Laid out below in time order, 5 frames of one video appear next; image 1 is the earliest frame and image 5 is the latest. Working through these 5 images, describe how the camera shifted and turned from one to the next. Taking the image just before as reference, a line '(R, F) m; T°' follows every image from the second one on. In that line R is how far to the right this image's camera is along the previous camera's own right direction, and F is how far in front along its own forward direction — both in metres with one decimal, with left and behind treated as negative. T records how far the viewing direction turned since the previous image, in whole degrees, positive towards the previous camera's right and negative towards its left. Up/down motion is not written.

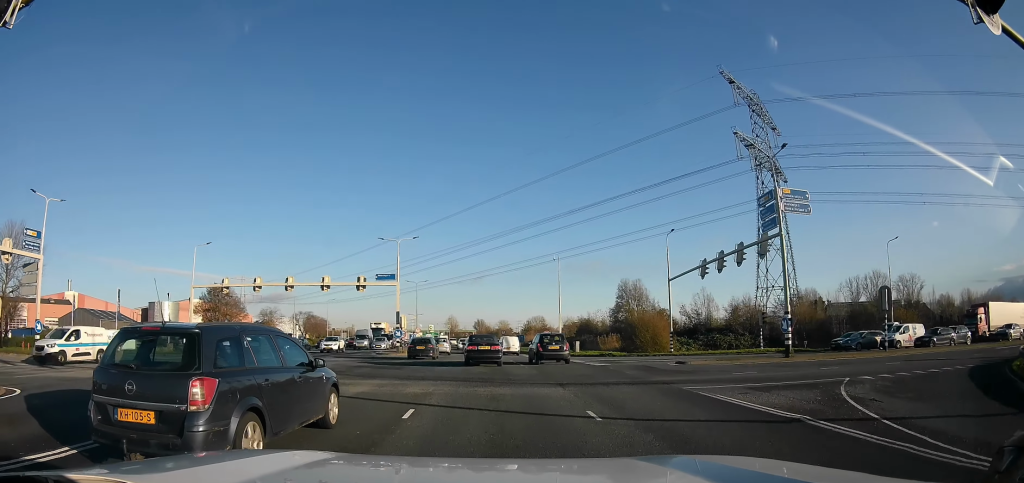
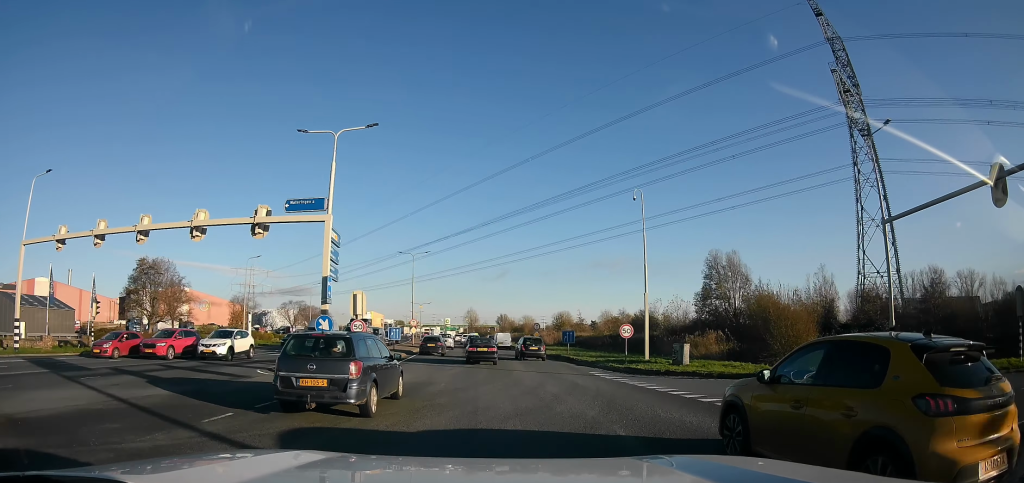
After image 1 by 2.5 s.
(+1.5, +21.8) m; -2°
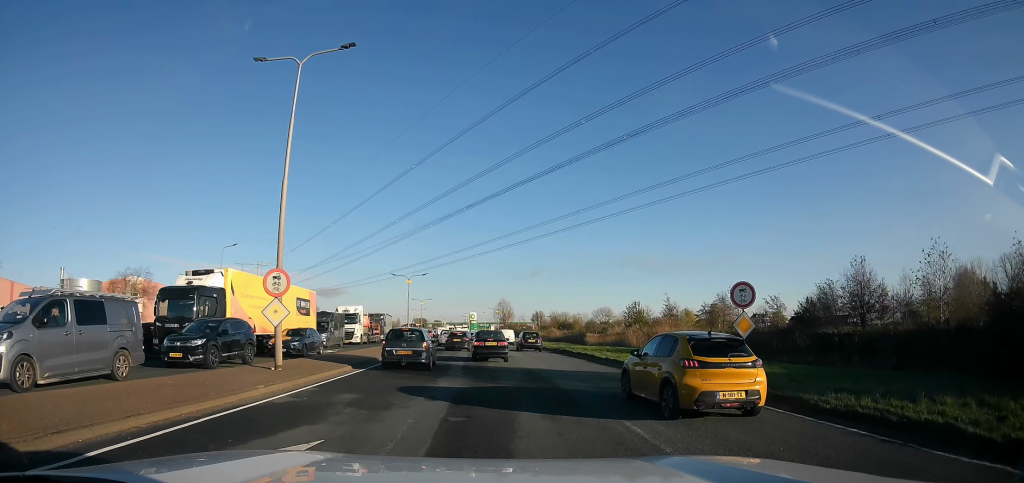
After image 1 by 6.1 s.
(-1.4, +38.9) m; -2°
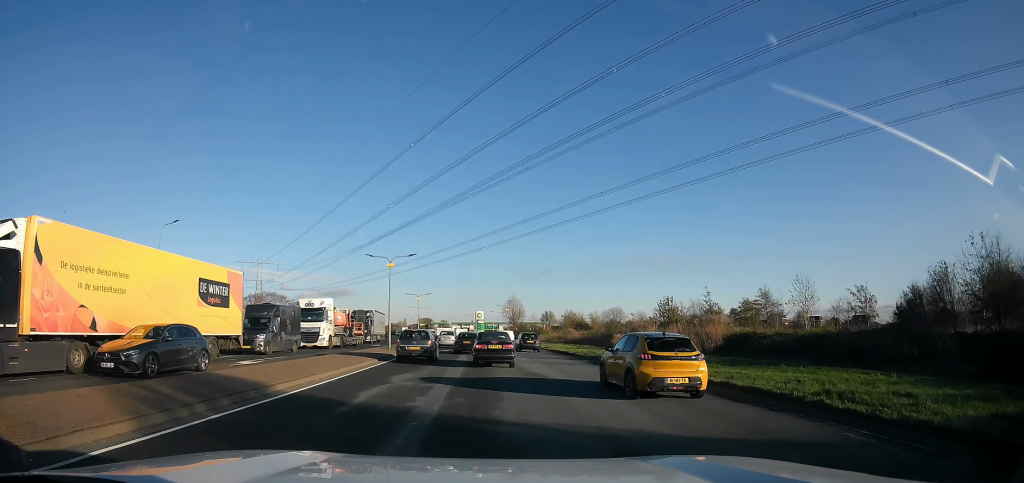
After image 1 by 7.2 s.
(0.0, +12.4) m; 0°
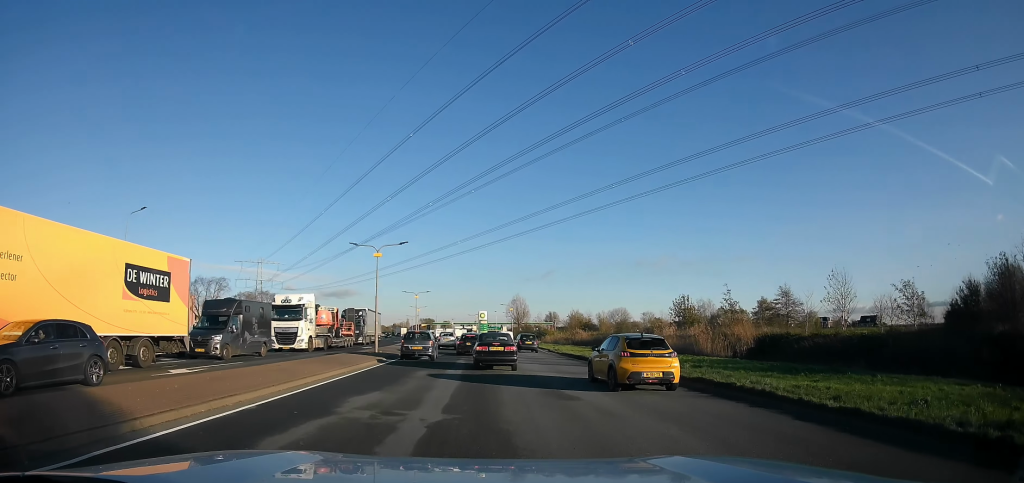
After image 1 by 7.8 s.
(0.0, +5.3) m; -1°
